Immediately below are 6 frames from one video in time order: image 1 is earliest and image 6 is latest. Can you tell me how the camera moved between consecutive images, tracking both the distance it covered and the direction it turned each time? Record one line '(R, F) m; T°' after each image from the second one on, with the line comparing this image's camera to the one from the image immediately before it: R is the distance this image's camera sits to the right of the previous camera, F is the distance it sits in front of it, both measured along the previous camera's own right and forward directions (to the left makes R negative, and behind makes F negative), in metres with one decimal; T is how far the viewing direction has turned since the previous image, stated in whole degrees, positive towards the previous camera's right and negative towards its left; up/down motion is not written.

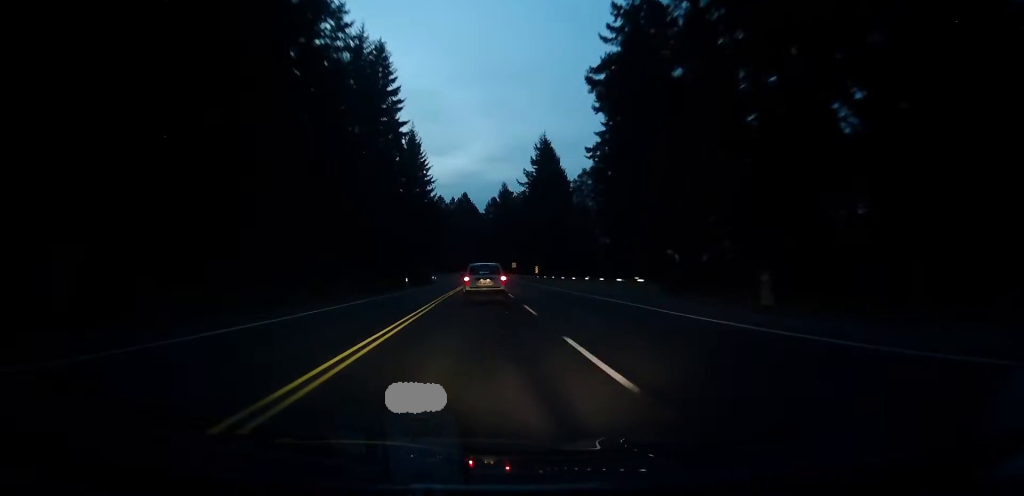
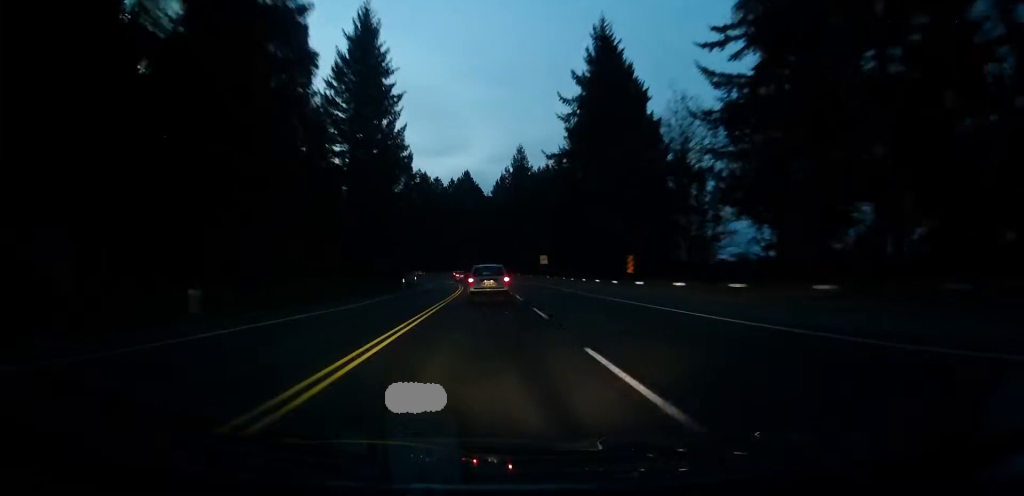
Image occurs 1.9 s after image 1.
(0.0, +51.1) m; +1°
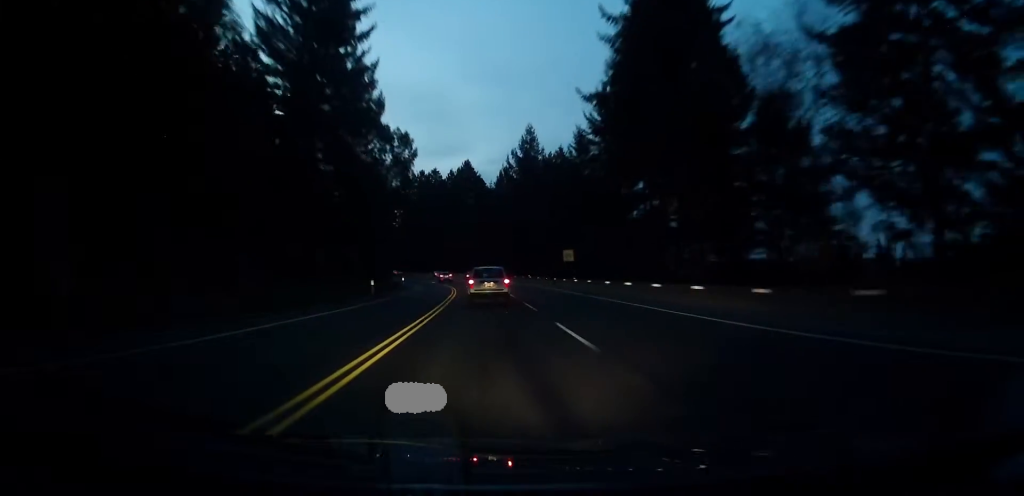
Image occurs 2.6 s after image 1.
(+0.2, +18.6) m; 0°
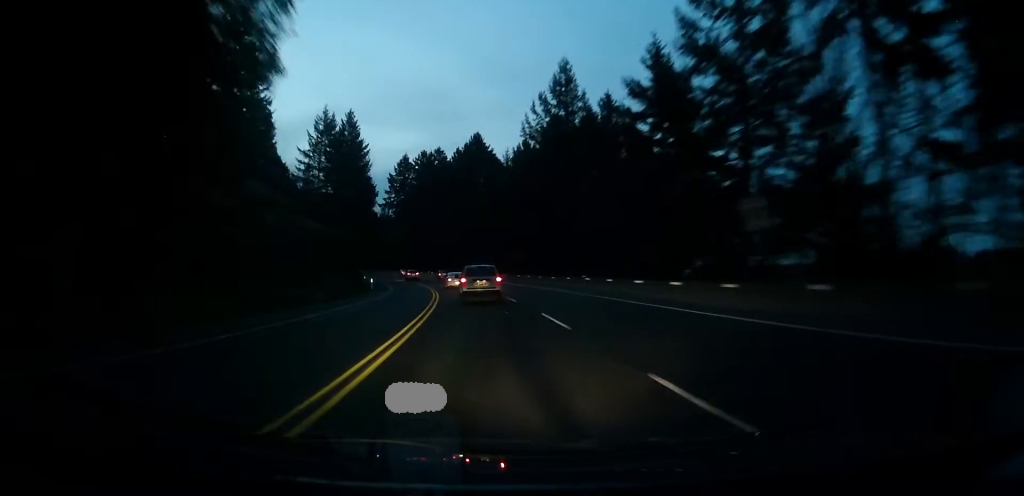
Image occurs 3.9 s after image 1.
(+0.1, +33.0) m; 0°
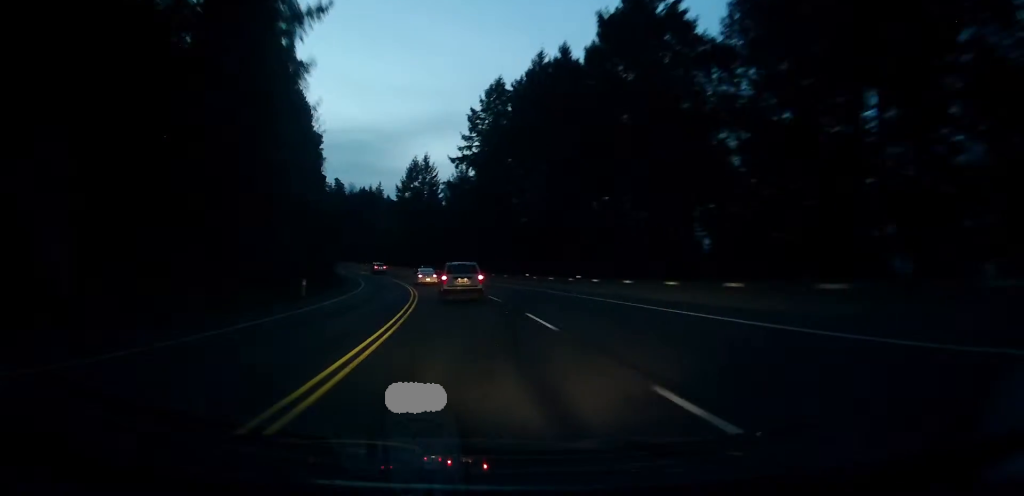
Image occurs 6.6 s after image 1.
(-2.1, +74.7) m; -5°
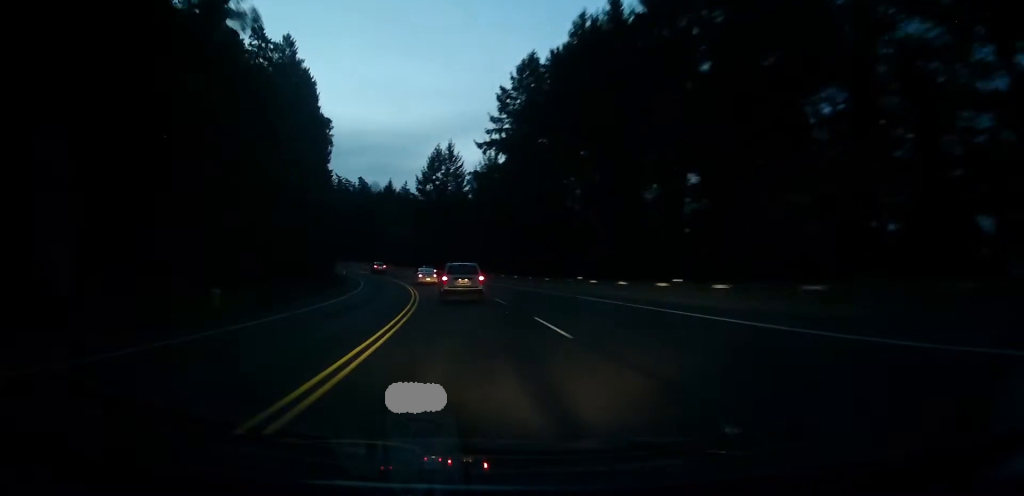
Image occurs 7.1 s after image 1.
(-0.4, +14.2) m; -1°
